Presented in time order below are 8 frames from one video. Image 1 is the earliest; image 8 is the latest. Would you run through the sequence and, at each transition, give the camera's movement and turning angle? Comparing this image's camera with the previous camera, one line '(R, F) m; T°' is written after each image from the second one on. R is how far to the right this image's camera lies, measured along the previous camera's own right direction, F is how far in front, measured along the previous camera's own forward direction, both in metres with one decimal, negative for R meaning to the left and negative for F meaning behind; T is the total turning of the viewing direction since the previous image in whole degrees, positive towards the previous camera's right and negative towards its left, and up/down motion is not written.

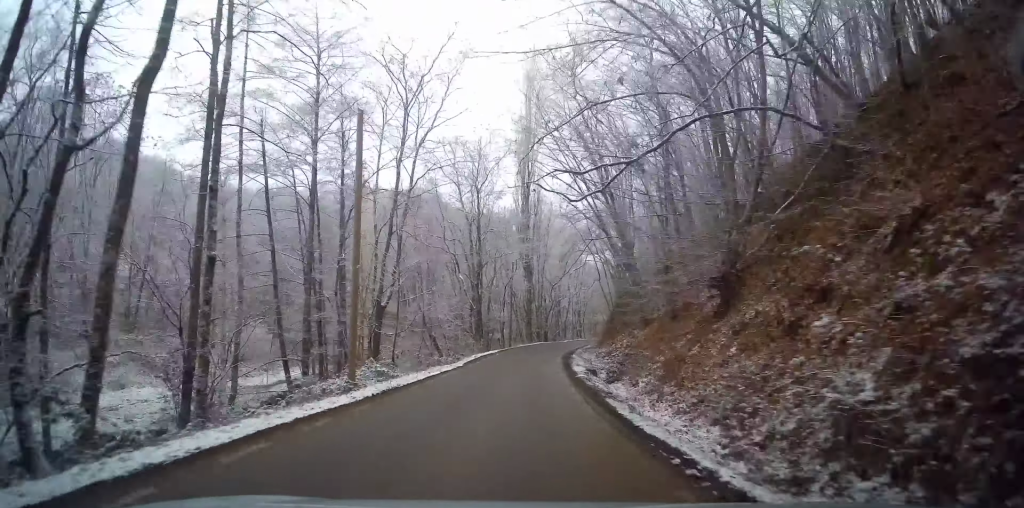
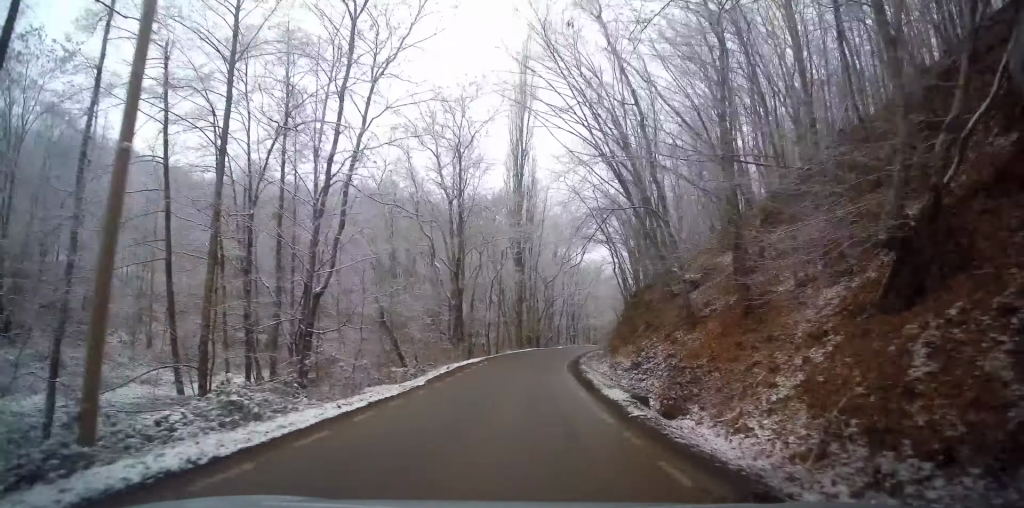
(-0.1, +8.9) m; +2°
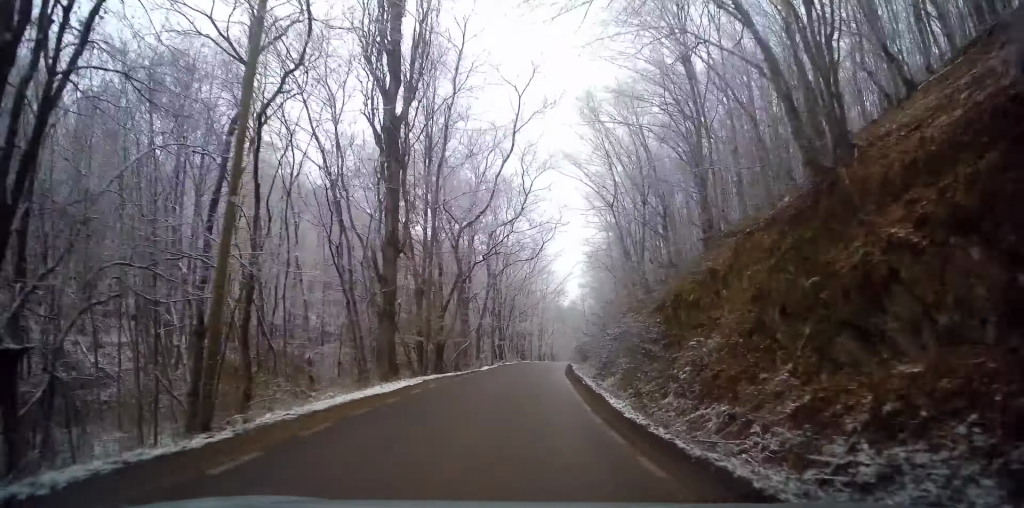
(+2.4, +31.7) m; +8°
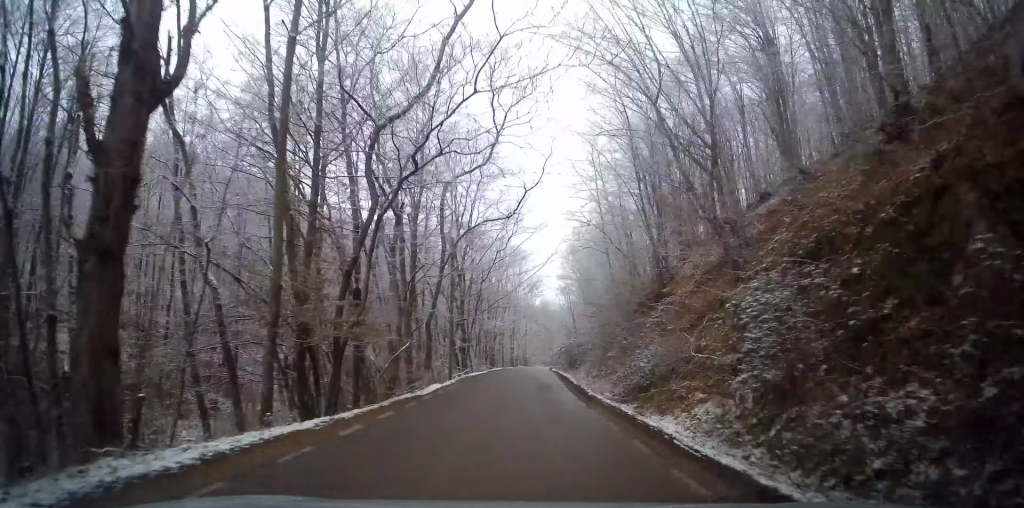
(+0.2, +12.8) m; +3°
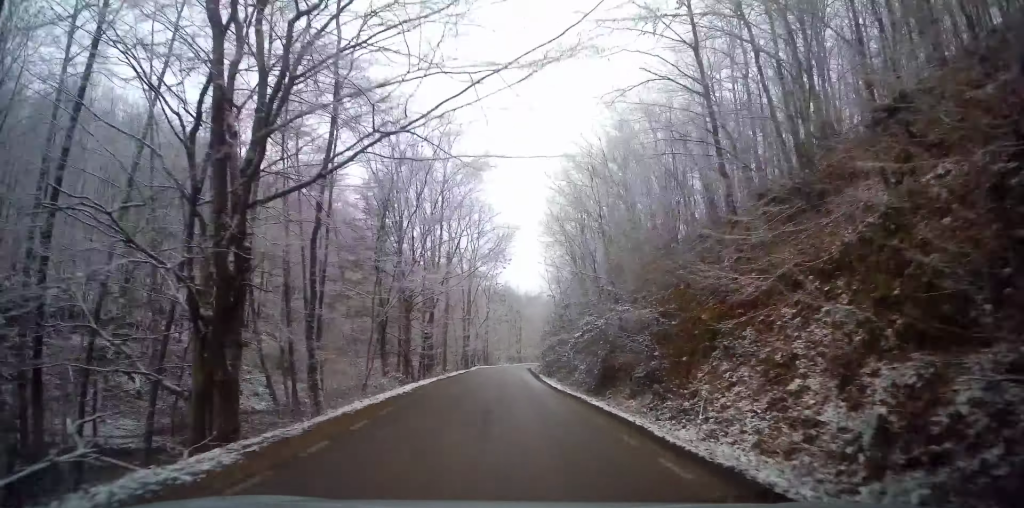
(+1.3, +29.8) m; +4°
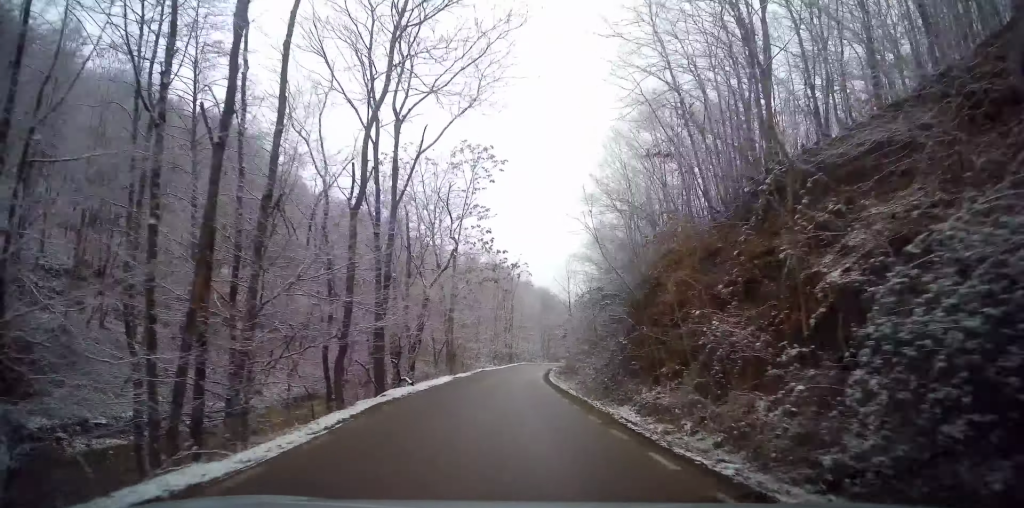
(+0.7, +35.9) m; +1°
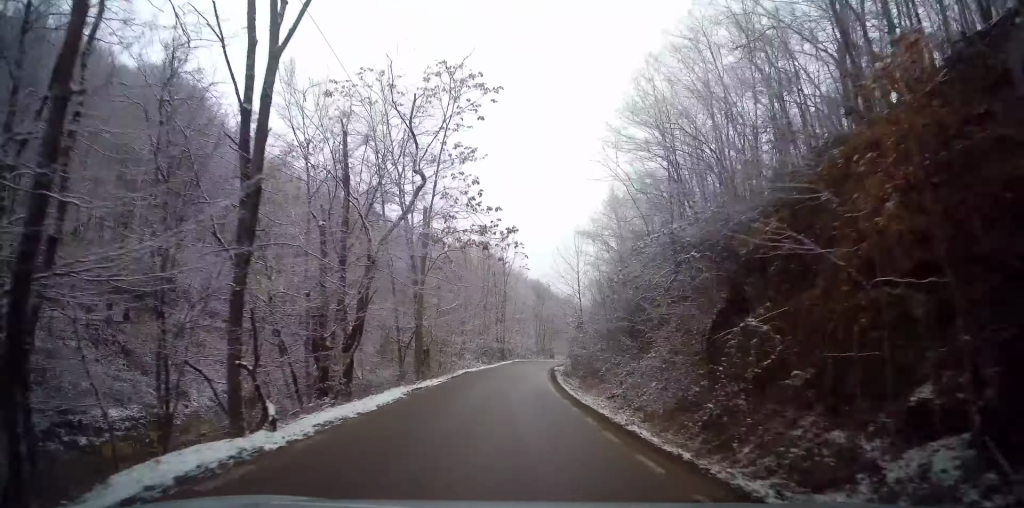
(+0.1, +10.1) m; +2°
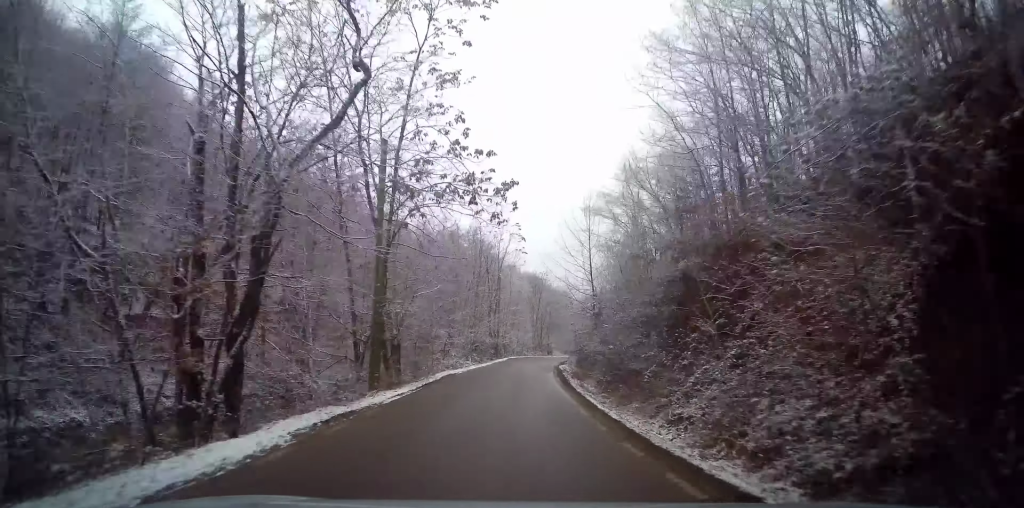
(-0.1, +7.1) m; +1°
